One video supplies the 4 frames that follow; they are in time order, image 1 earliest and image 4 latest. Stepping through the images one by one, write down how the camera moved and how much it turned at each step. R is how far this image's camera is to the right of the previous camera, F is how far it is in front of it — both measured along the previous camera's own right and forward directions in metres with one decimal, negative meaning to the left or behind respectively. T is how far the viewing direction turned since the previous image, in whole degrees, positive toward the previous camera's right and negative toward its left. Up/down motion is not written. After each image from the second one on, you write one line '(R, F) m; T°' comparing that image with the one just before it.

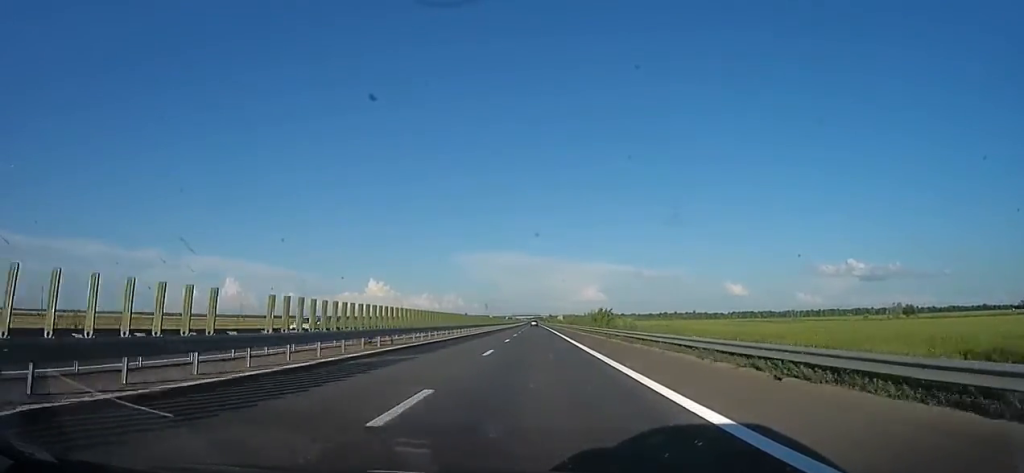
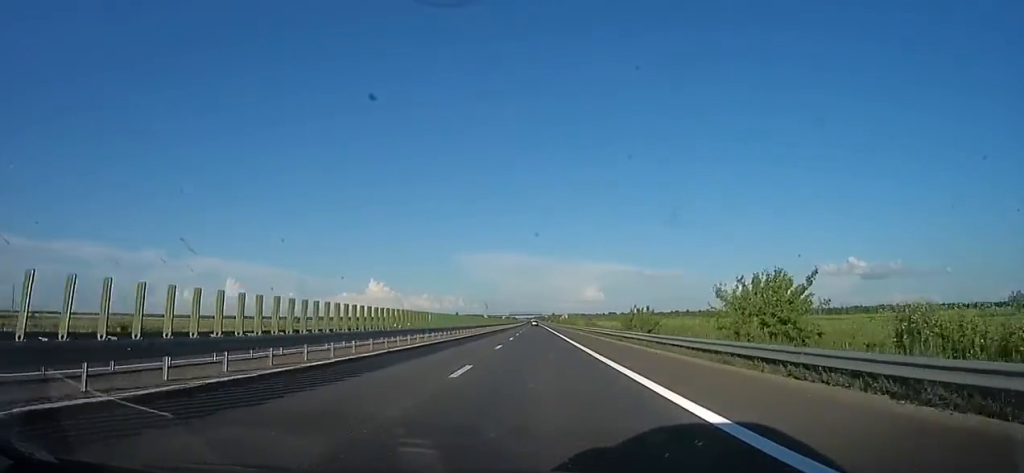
(0.0, +66.3) m; 0°
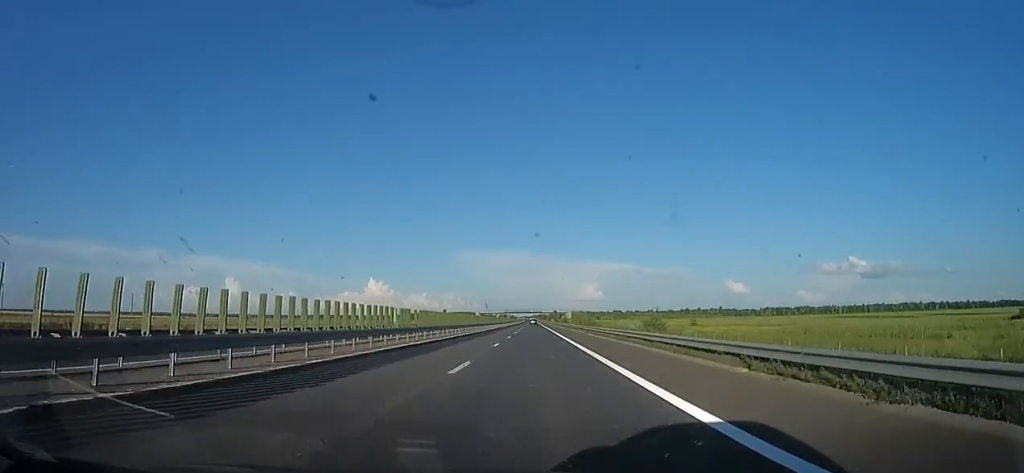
(0.0, +59.6) m; +2°
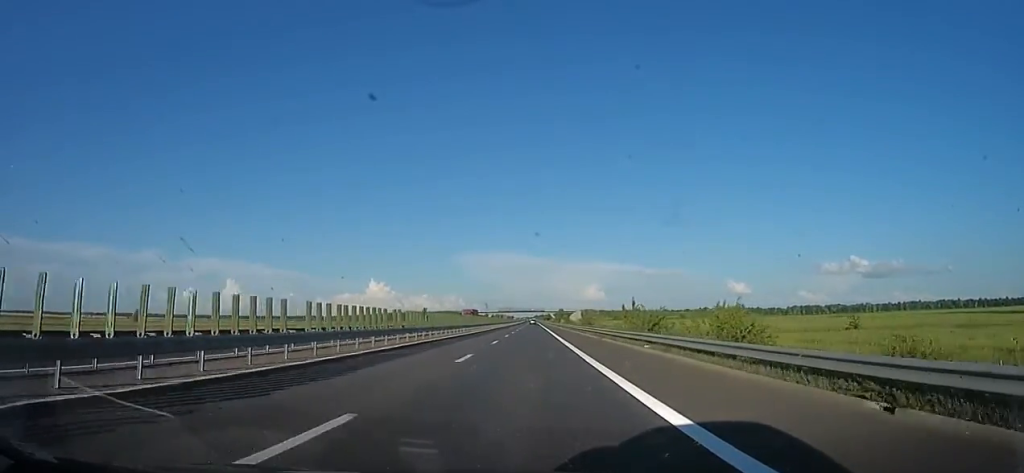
(+0.5, +80.5) m; -2°
